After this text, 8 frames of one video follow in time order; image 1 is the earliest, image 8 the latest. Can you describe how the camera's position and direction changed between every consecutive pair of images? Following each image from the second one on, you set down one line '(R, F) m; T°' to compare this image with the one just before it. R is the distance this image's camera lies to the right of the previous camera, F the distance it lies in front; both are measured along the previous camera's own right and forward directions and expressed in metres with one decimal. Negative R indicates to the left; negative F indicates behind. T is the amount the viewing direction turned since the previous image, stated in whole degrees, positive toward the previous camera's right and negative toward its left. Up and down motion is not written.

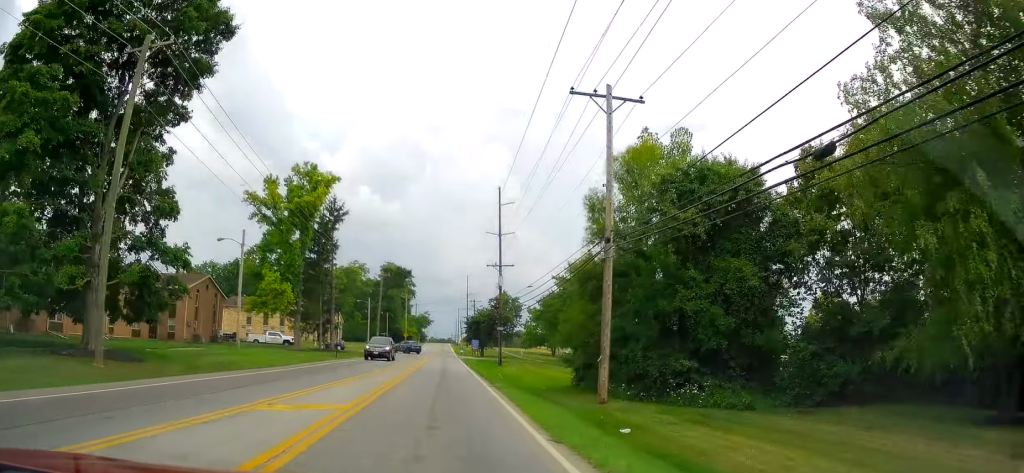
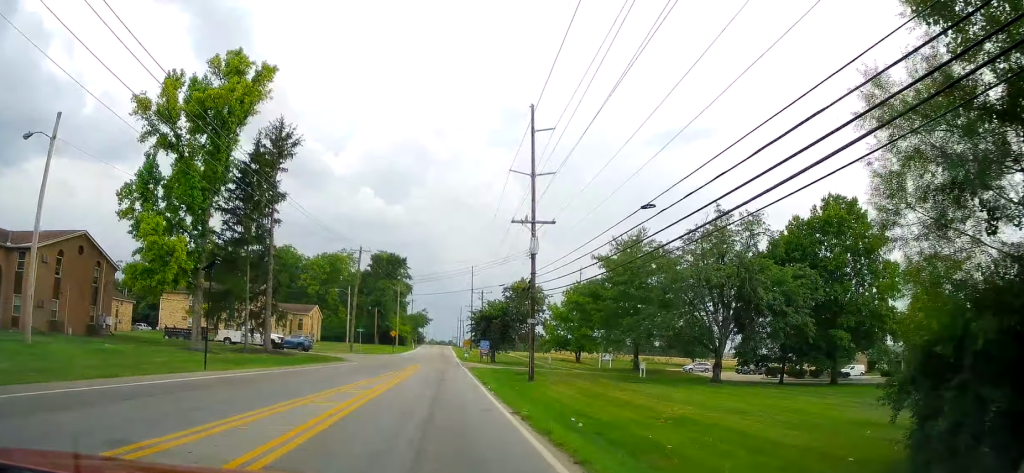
(0.0, +27.4) m; +1°
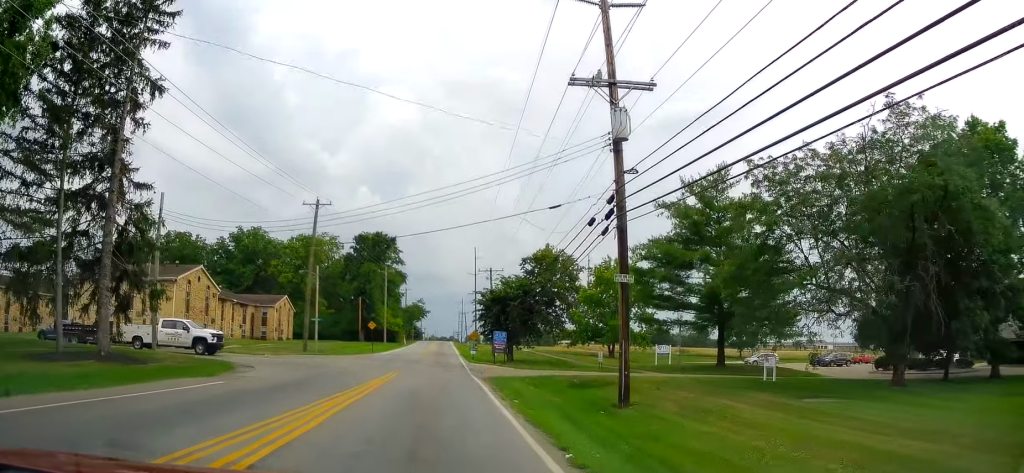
(+0.1, +24.0) m; +1°
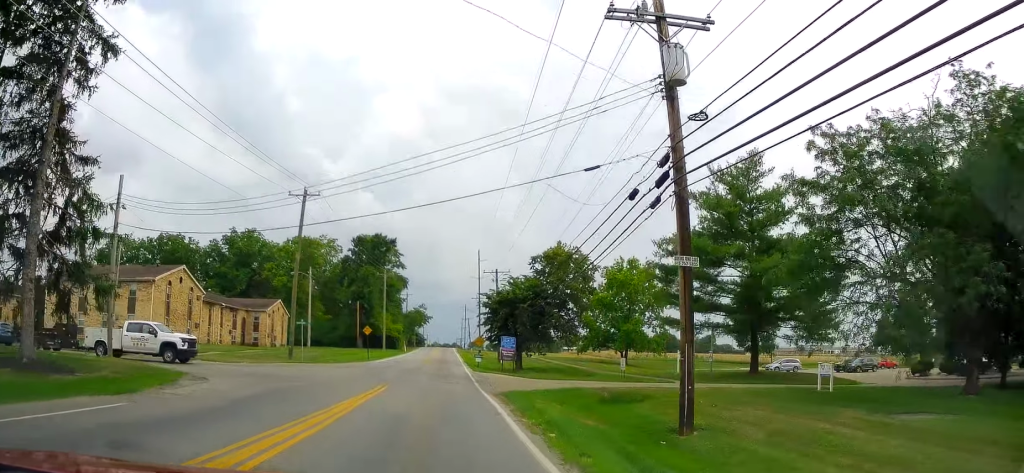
(0.0, +5.5) m; +1°
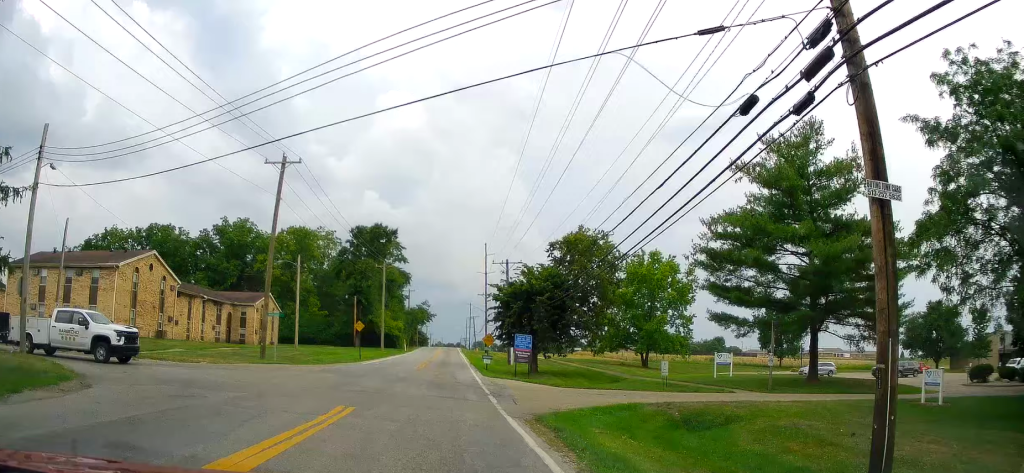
(0.0, +7.7) m; +1°
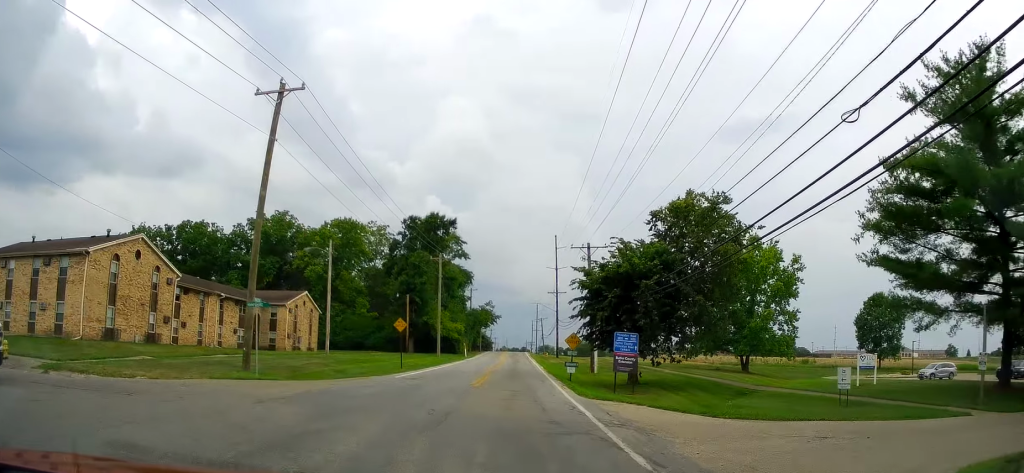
(+0.1, +12.0) m; -7°
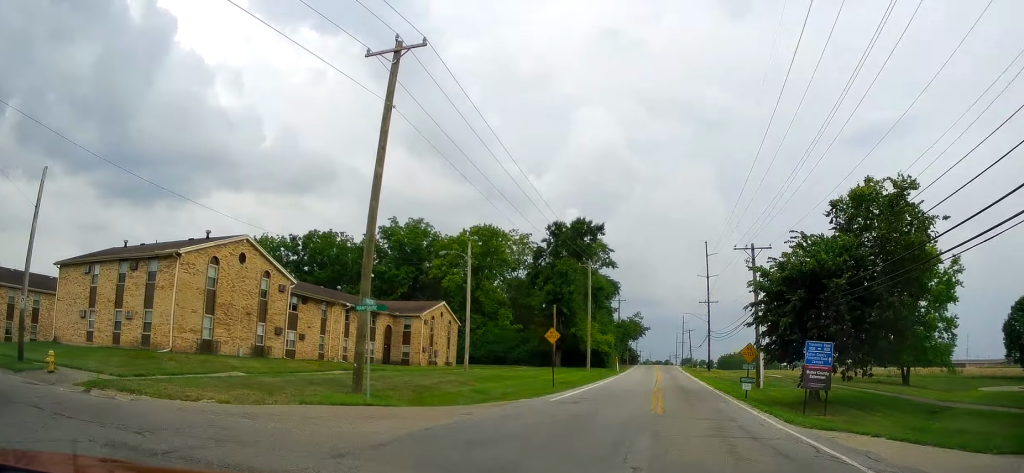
(+0.1, +5.1) m; -18°
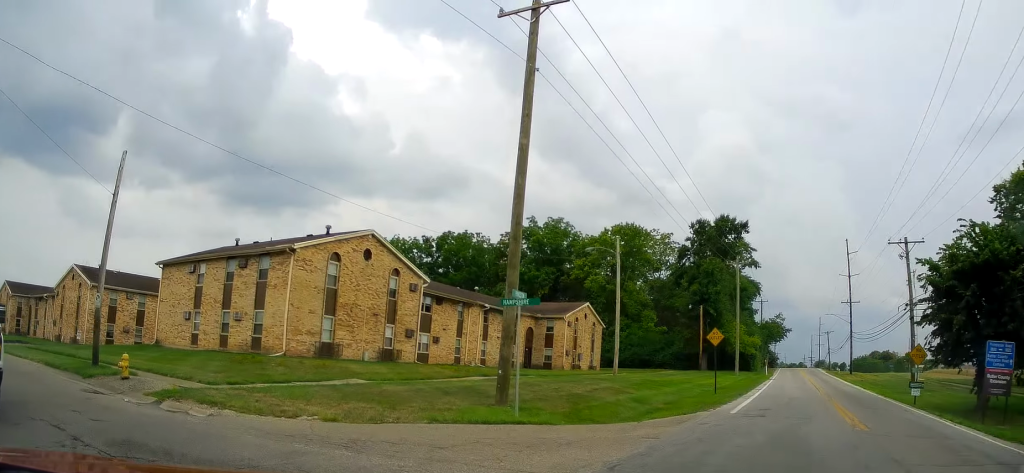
(-0.7, +1.3) m; -39°
